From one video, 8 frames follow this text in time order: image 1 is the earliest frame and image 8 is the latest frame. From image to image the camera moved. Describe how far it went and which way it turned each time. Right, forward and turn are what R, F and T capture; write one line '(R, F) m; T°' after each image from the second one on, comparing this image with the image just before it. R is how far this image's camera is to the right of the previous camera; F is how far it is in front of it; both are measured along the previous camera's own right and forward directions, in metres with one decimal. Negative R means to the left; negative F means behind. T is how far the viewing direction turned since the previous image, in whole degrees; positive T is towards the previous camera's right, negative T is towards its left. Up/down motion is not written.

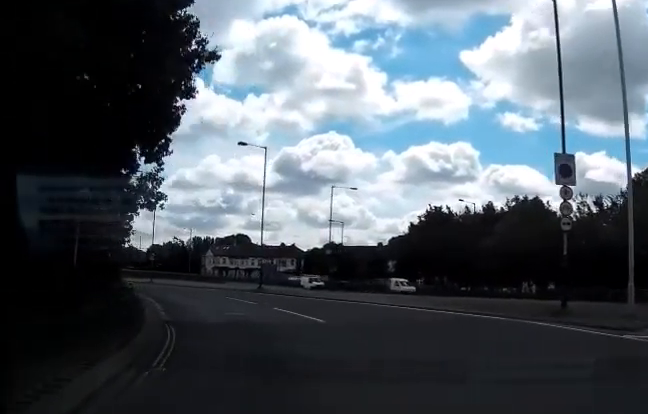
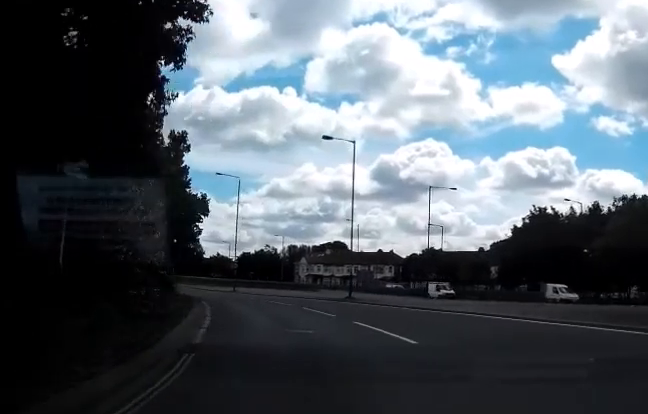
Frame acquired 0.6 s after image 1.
(-0.5, +4.1) m; -11°
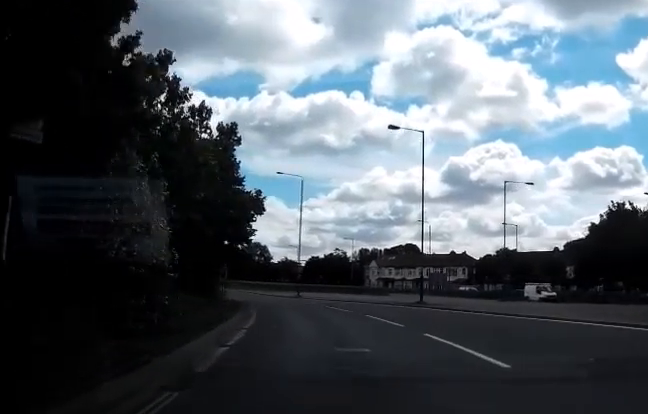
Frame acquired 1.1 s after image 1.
(+0.2, +3.3) m; -6°
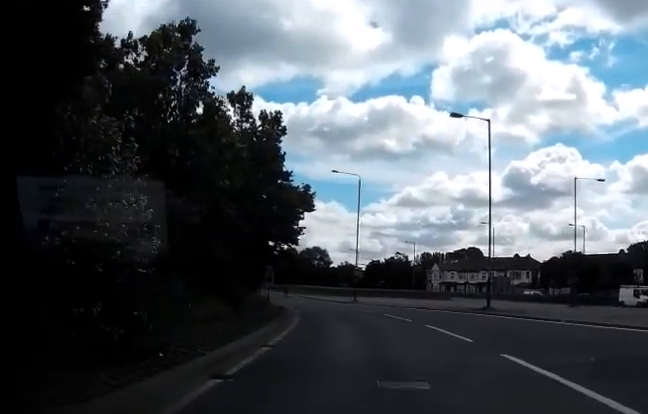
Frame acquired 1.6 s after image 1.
(-0.1, +3.4) m; -6°
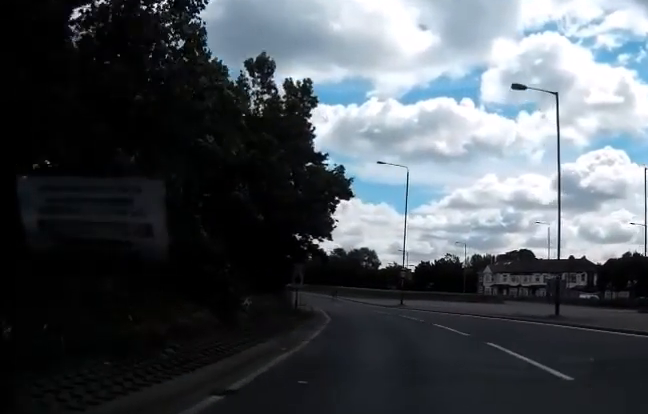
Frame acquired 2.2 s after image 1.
(-0.7, +5.2) m; -10°
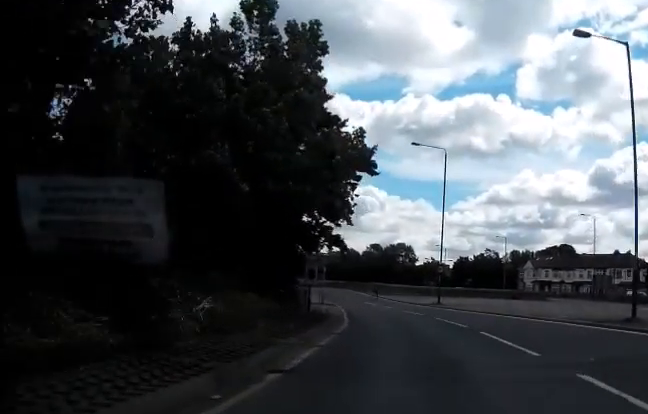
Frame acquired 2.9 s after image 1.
(-0.5, +5.9) m; -4°
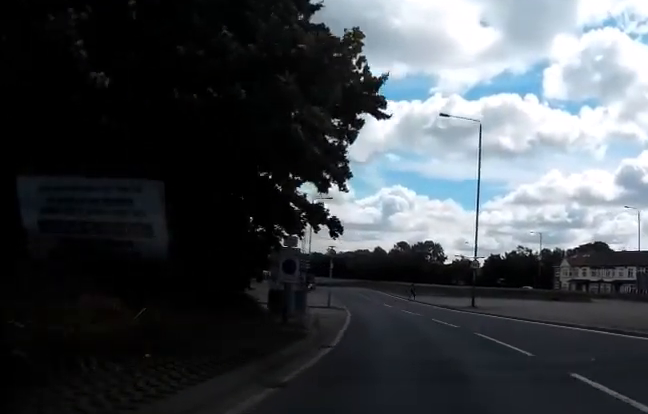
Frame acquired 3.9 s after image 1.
(-0.2, +8.4) m; -1°
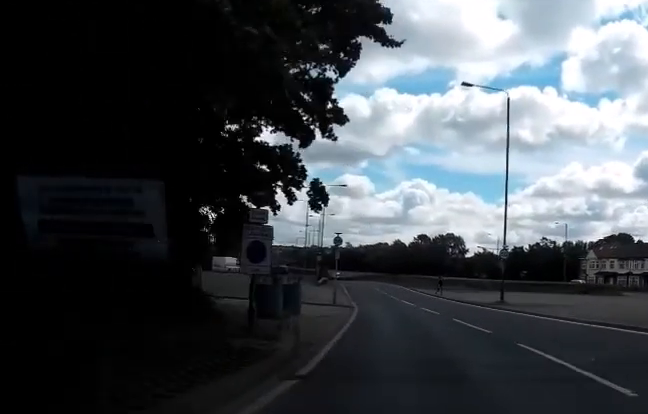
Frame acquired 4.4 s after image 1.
(+0.1, +5.0) m; 0°
